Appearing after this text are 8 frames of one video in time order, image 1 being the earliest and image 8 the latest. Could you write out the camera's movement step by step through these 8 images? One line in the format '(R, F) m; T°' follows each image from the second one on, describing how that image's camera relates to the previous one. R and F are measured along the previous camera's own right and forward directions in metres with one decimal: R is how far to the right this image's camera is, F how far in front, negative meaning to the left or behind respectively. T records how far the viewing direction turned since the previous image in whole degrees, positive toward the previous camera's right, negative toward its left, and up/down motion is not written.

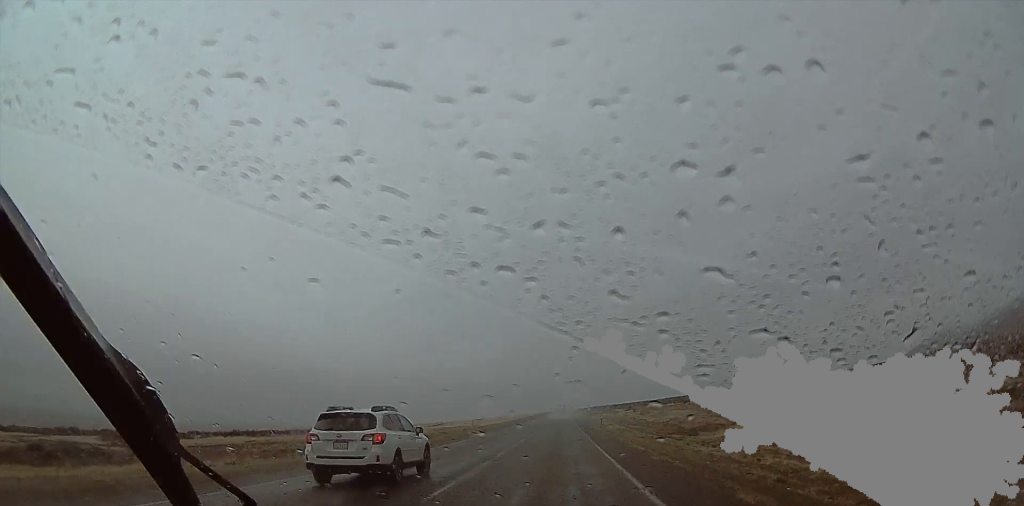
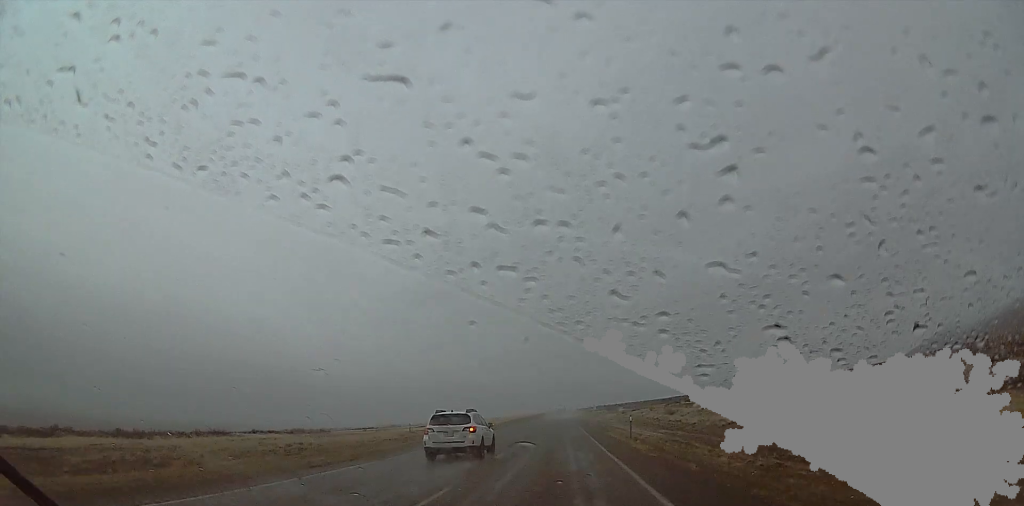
(-0.1, +25.4) m; 0°
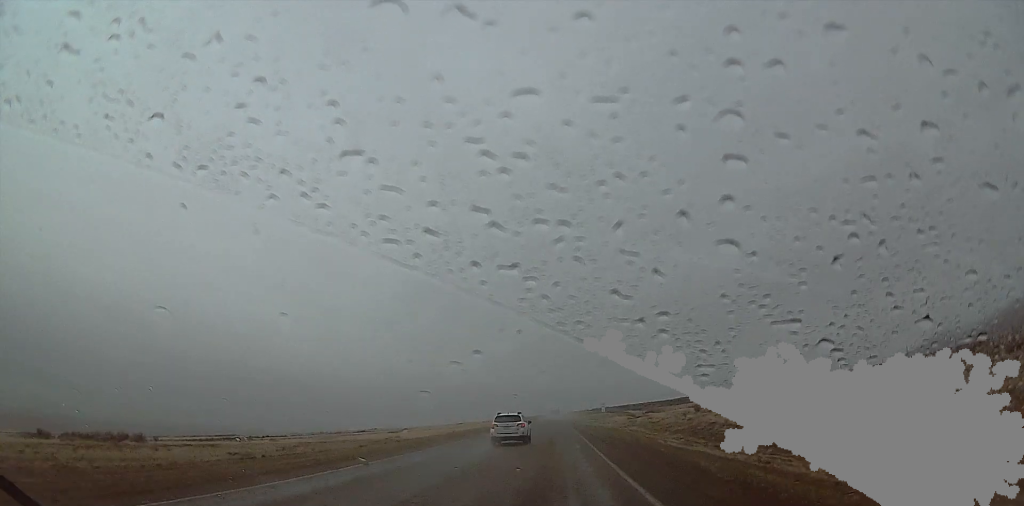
(0.0, +40.1) m; 0°
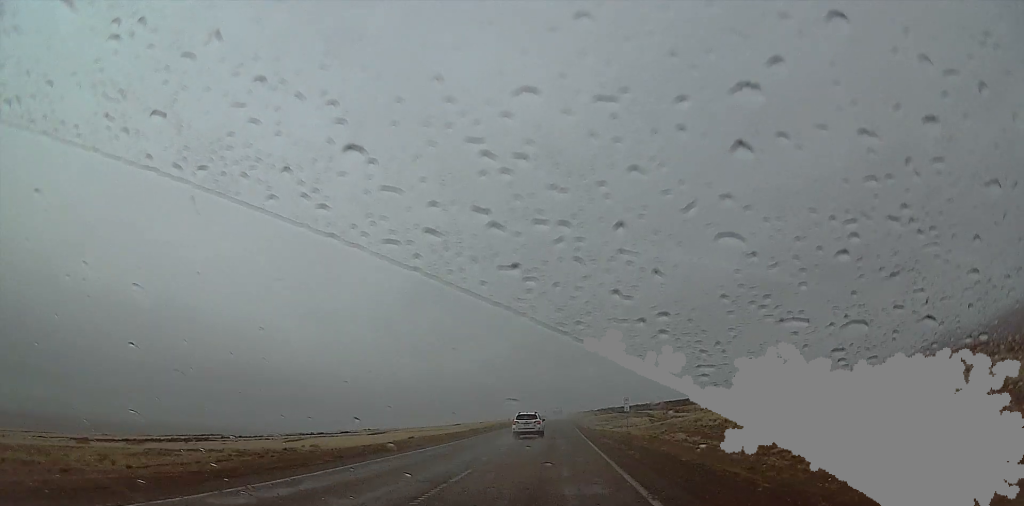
(-0.1, +26.9) m; 0°
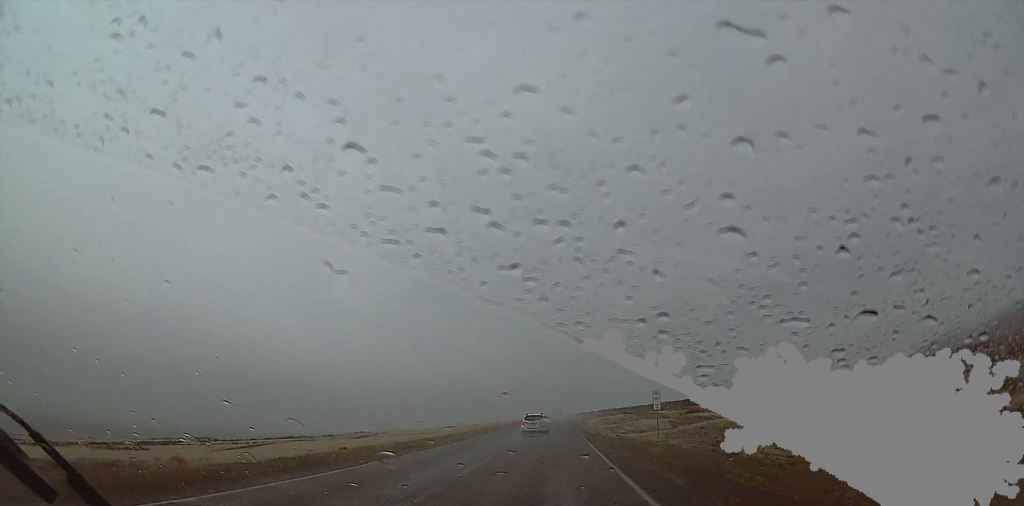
(0.0, +19.2) m; 0°
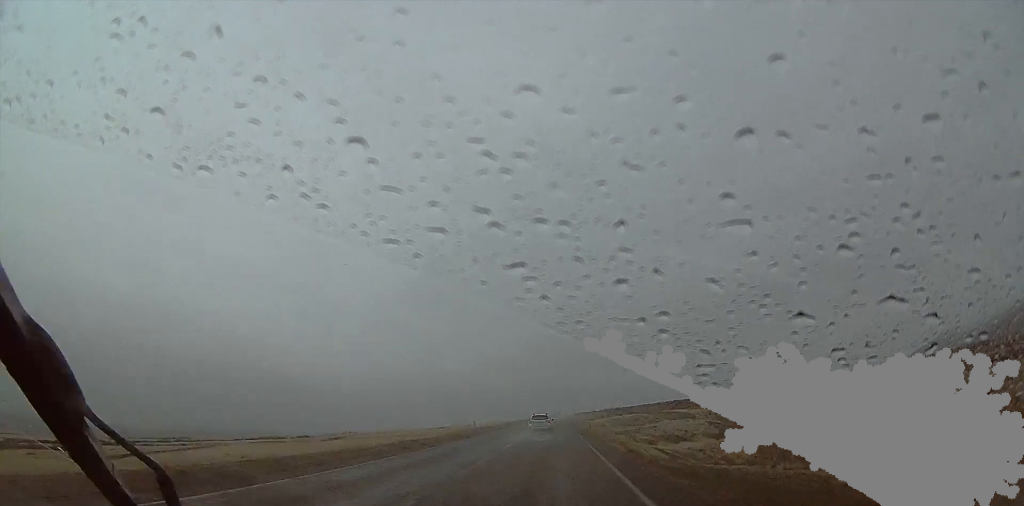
(0.0, +23.6) m; 0°
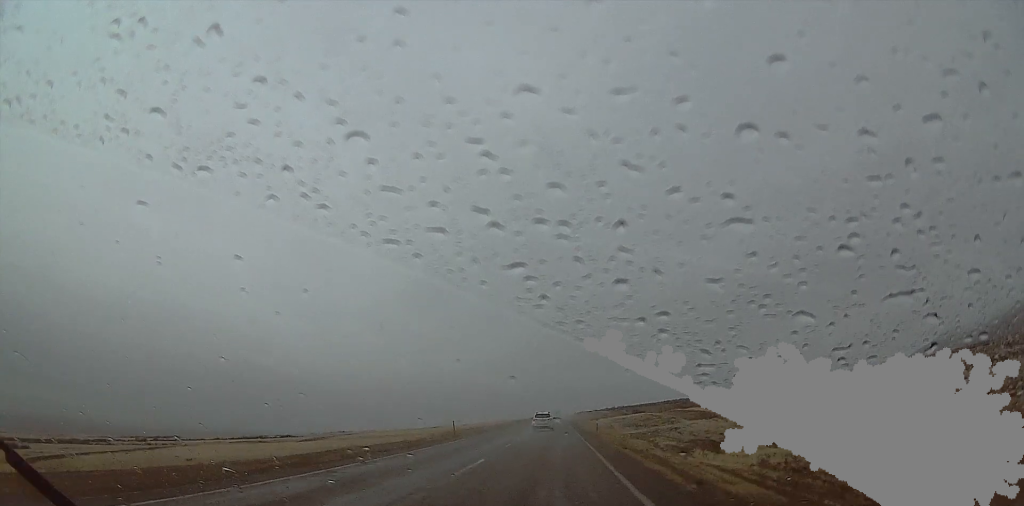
(0.0, +13.1) m; 0°
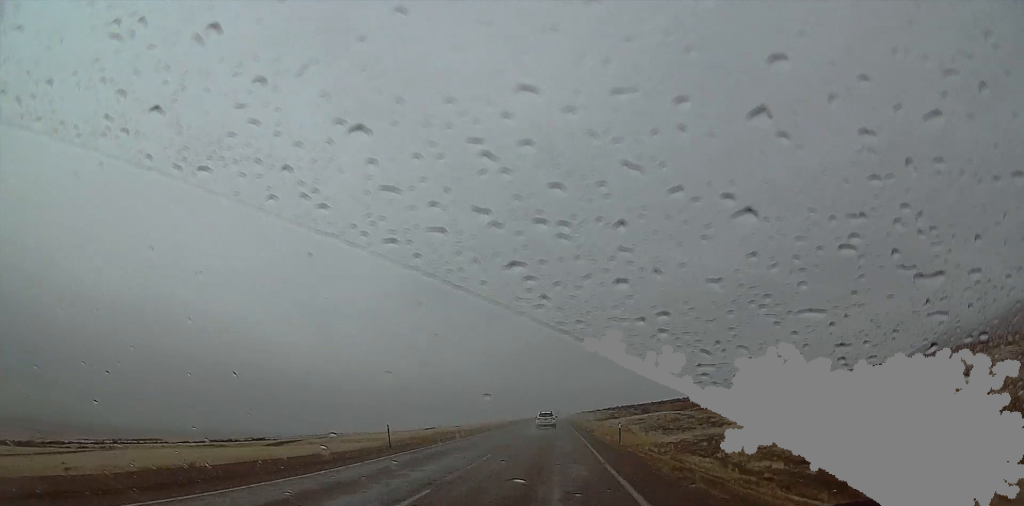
(0.0, +21.0) m; 0°
